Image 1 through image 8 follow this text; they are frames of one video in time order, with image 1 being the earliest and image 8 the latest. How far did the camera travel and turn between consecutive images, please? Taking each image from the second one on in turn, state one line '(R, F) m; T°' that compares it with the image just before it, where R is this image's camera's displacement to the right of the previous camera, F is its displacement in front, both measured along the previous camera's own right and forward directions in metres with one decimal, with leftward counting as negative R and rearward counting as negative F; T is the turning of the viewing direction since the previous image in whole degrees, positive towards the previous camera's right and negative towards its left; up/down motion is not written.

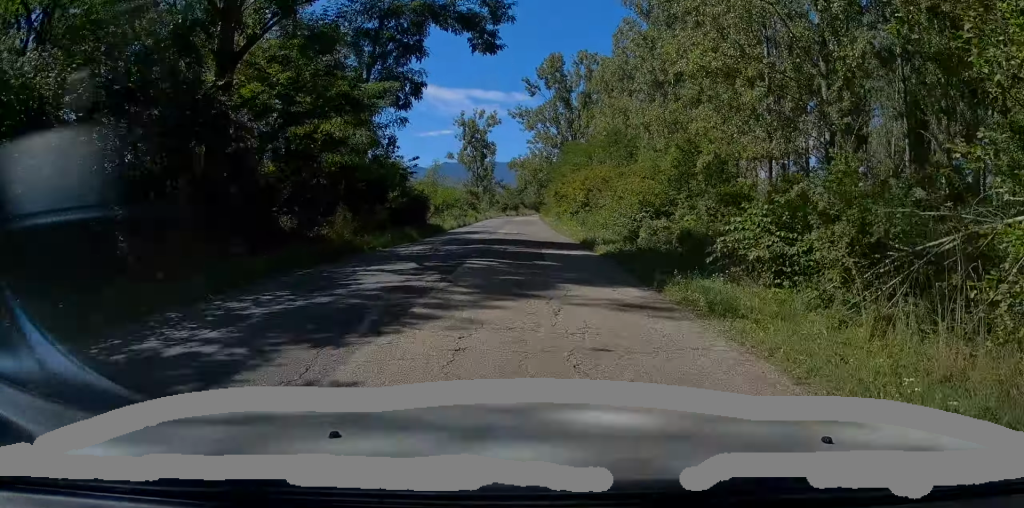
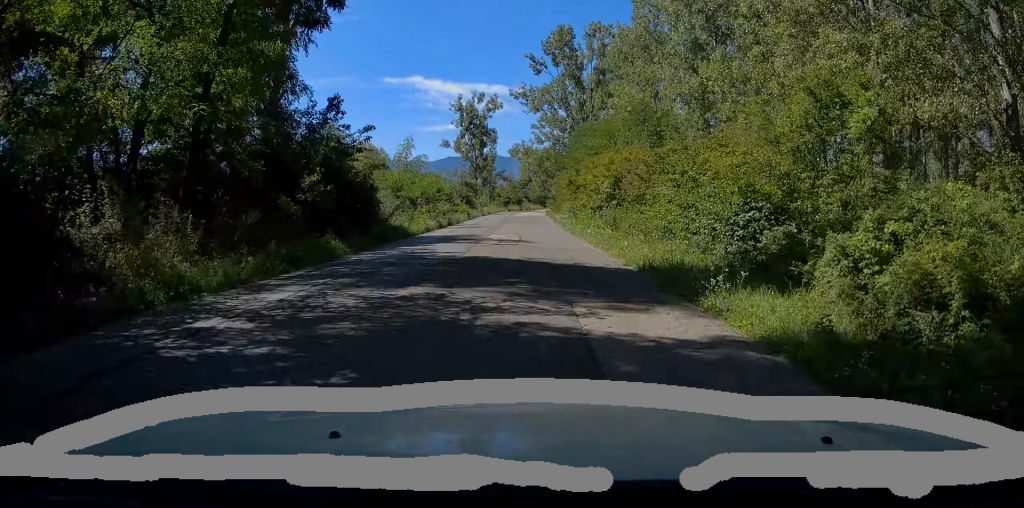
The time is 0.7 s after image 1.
(0.0, +11.4) m; 0°
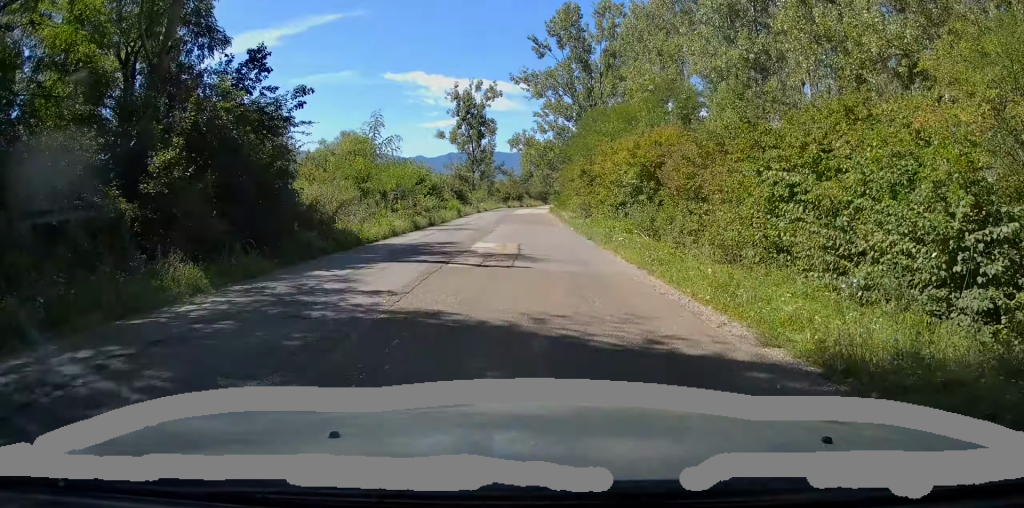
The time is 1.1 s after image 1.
(+0.1, +7.2) m; 0°
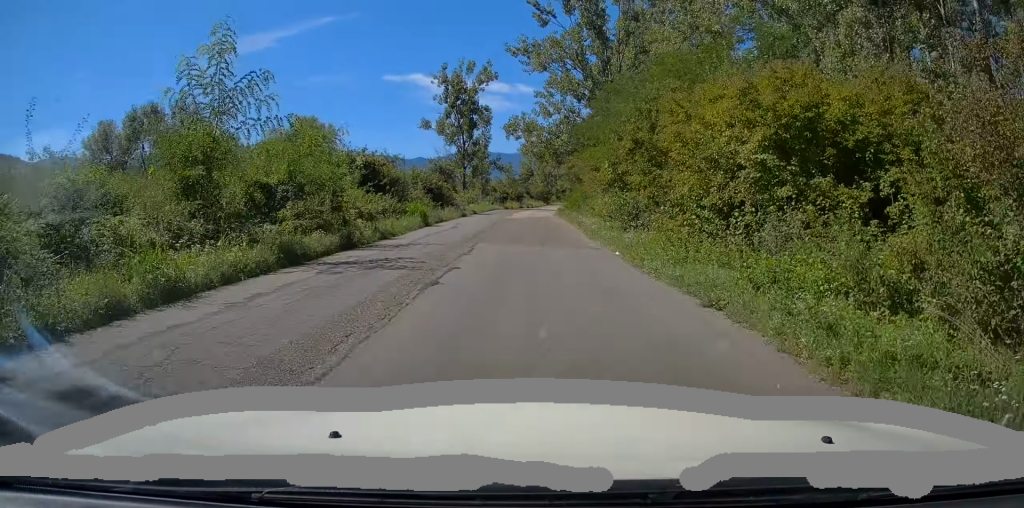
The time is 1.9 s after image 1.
(0.0, +13.1) m; 0°
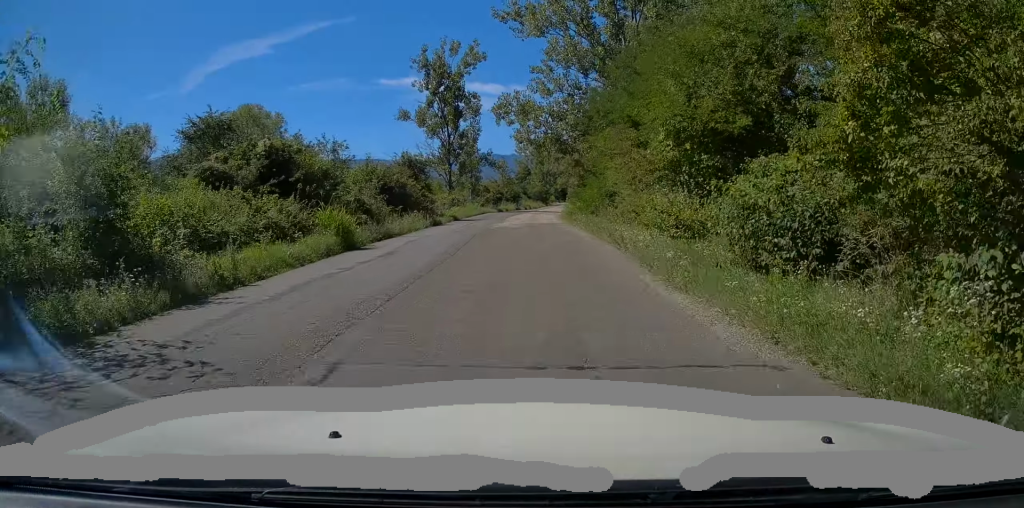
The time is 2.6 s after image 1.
(0.0, +11.3) m; 0°
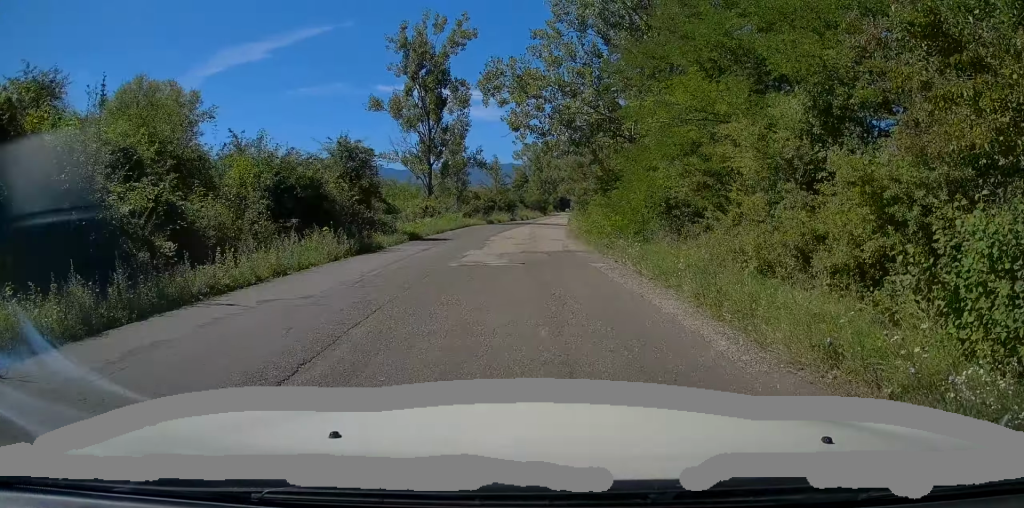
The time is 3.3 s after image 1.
(+0.1, +13.0) m; -1°
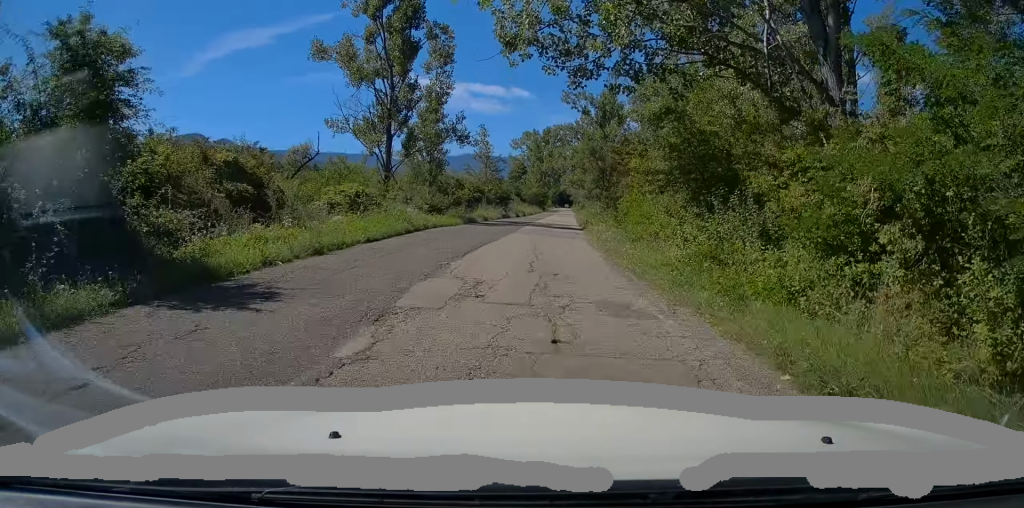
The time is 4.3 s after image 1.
(-0.3, +17.1) m; 0°
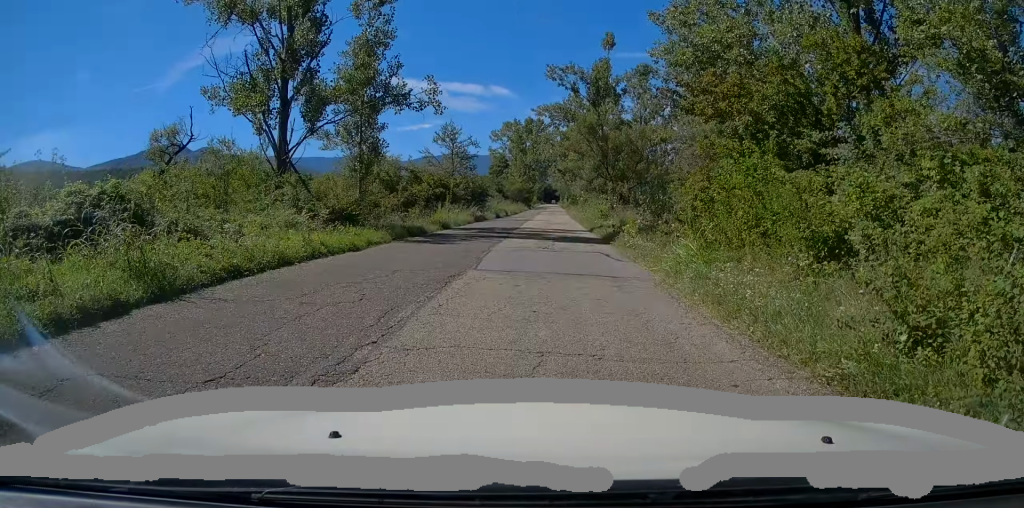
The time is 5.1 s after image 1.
(+0.3, +15.3) m; +2°
